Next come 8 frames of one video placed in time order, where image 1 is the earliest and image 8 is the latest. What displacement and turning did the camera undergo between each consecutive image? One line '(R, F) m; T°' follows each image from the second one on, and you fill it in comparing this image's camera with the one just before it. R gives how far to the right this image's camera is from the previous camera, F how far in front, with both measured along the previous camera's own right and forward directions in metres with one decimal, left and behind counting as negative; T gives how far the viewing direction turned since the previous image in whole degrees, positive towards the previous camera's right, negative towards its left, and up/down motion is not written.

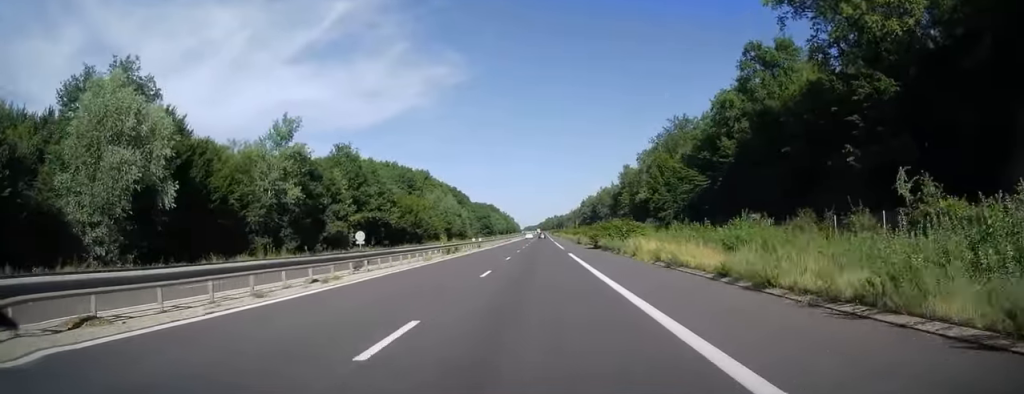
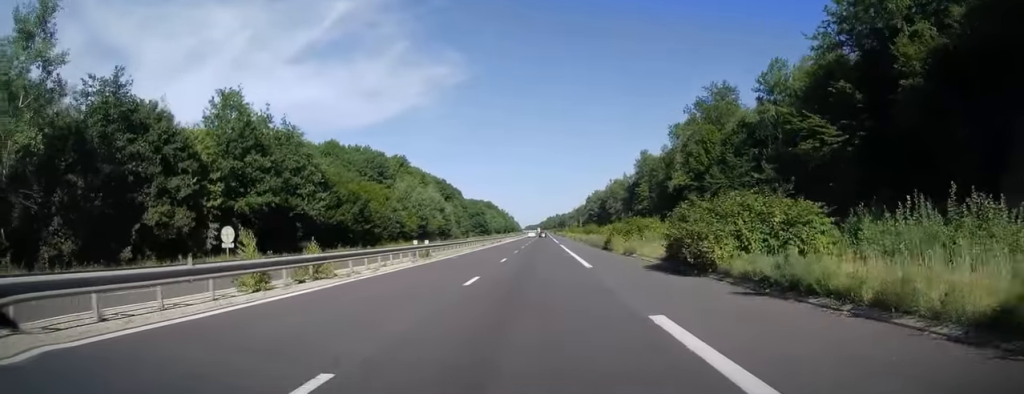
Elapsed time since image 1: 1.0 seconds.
(-0.1, +29.9) m; 0°
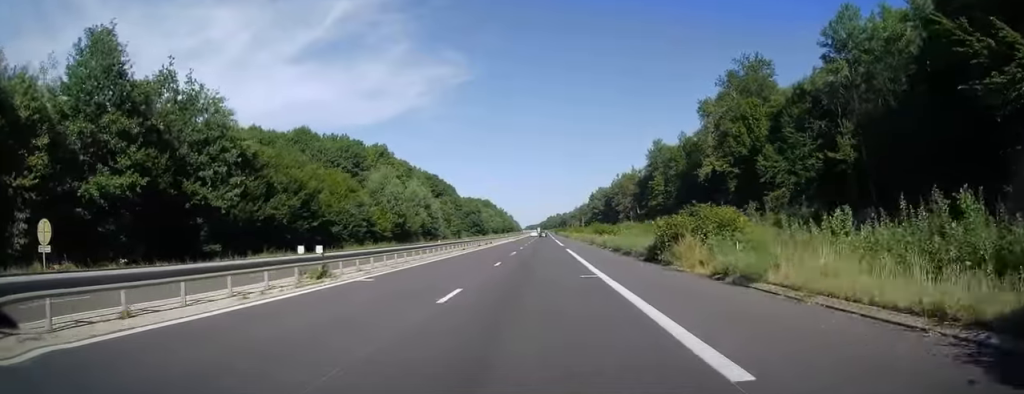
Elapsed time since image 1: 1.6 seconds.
(0.0, +17.1) m; 0°
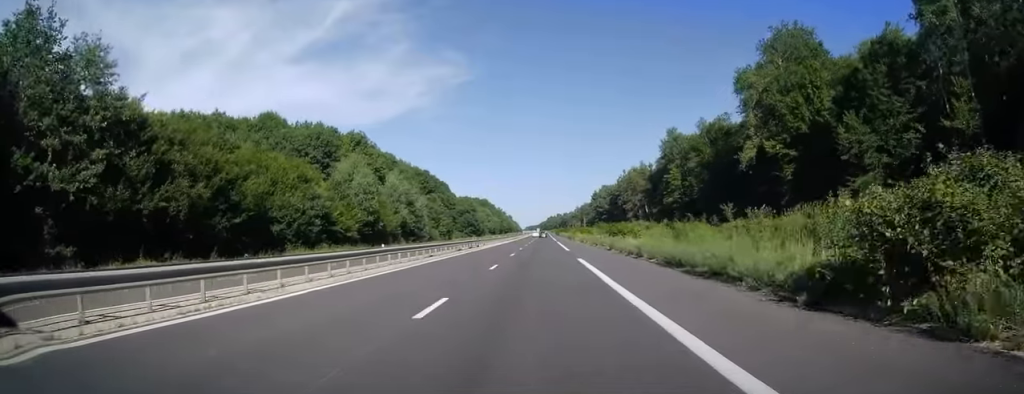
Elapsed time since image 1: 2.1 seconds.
(+0.1, +15.2) m; 0°
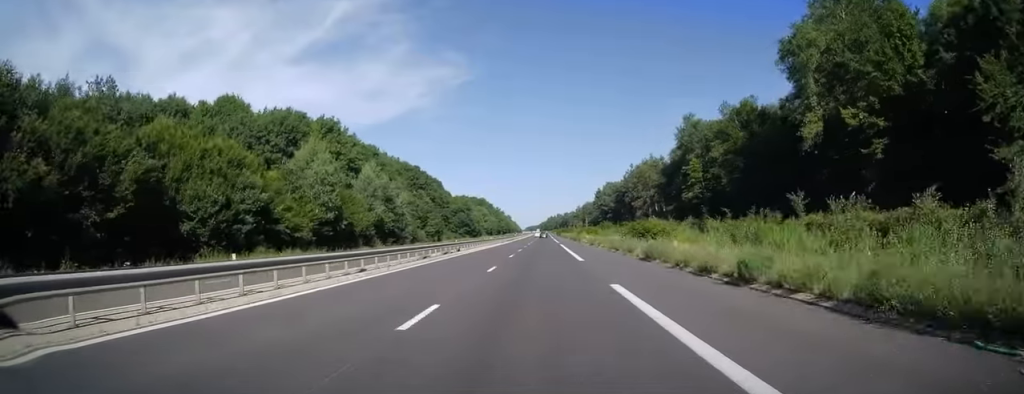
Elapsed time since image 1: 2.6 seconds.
(-0.1, +14.2) m; 0°
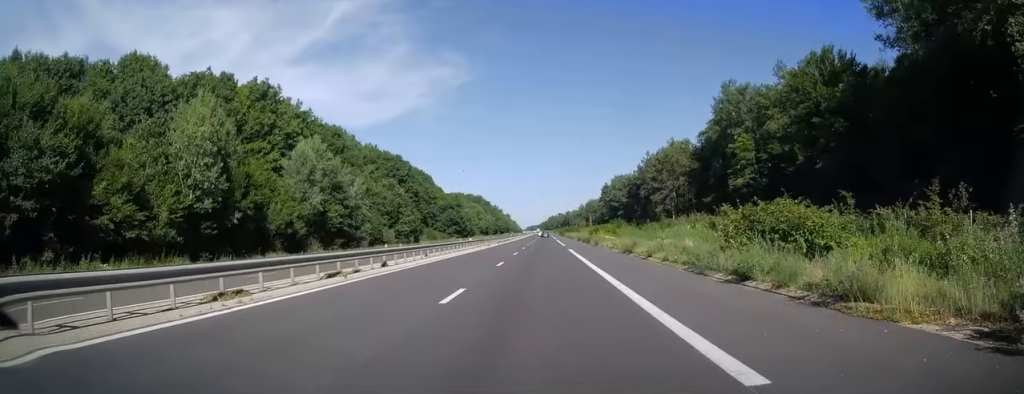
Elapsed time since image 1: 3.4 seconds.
(-0.3, +23.0) m; 0°
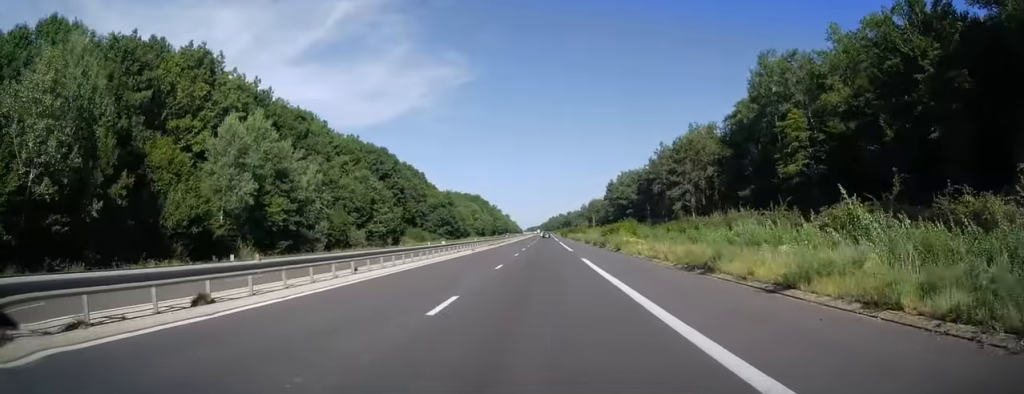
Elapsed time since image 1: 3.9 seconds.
(+0.2, +14.7) m; 0°
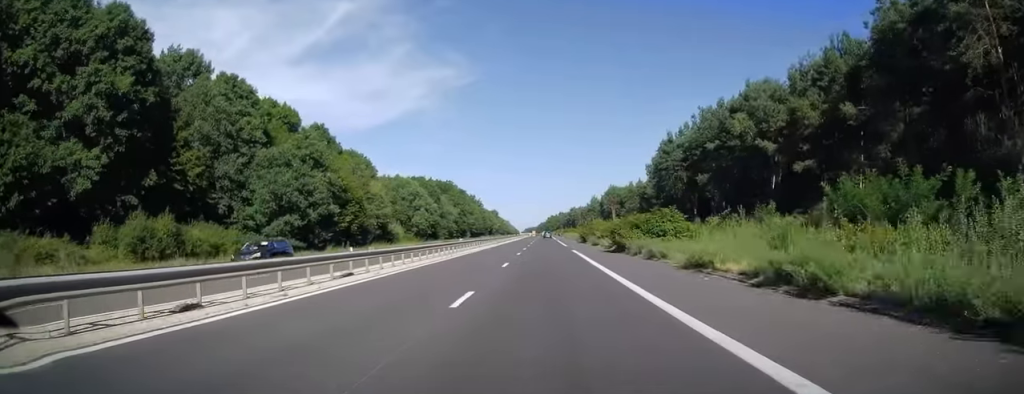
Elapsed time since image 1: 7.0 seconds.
(+0.5, +90.6) m; 0°
